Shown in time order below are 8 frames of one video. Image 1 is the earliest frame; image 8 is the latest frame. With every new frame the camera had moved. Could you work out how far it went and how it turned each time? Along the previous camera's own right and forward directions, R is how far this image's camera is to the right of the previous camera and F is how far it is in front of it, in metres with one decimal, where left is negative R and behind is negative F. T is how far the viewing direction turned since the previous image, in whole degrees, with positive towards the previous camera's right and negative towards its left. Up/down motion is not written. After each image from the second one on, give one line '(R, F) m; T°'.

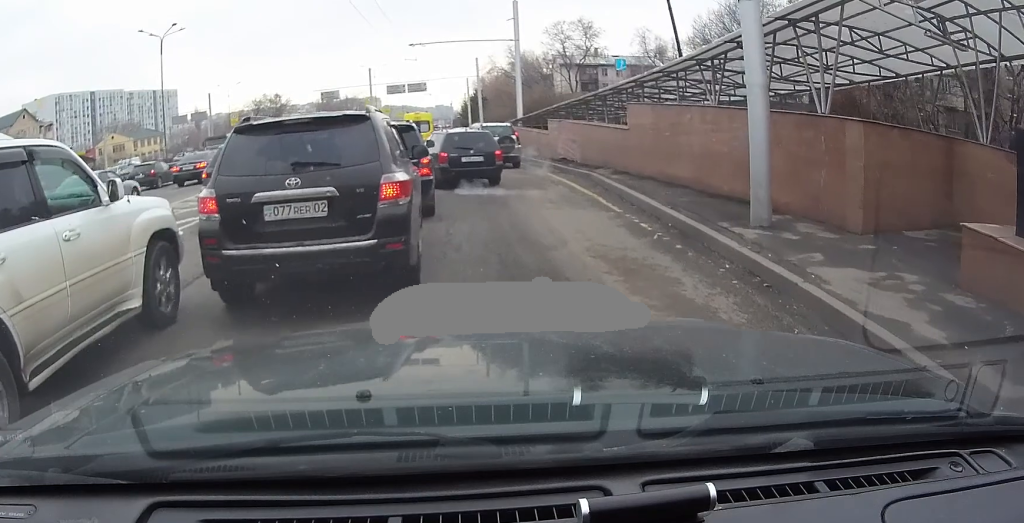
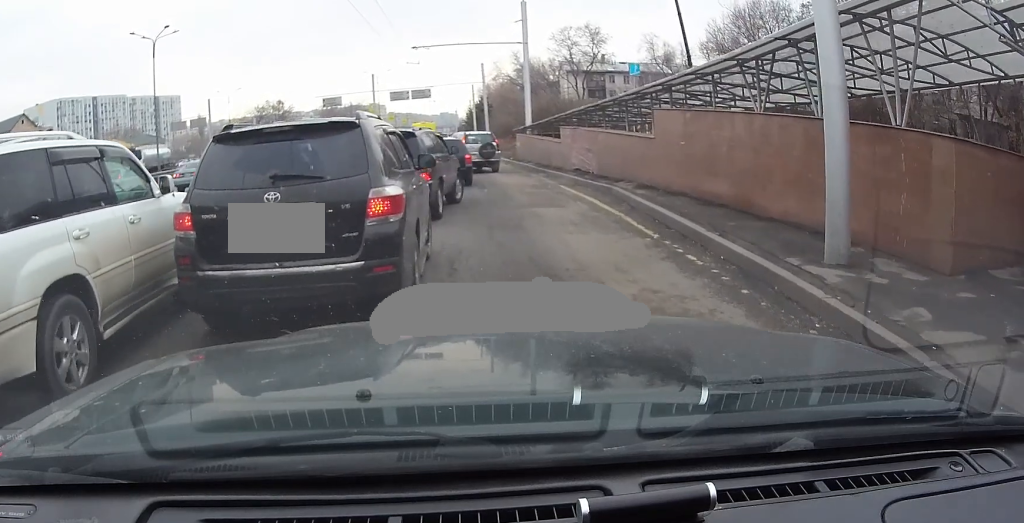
(0.0, +2.8) m; -1°
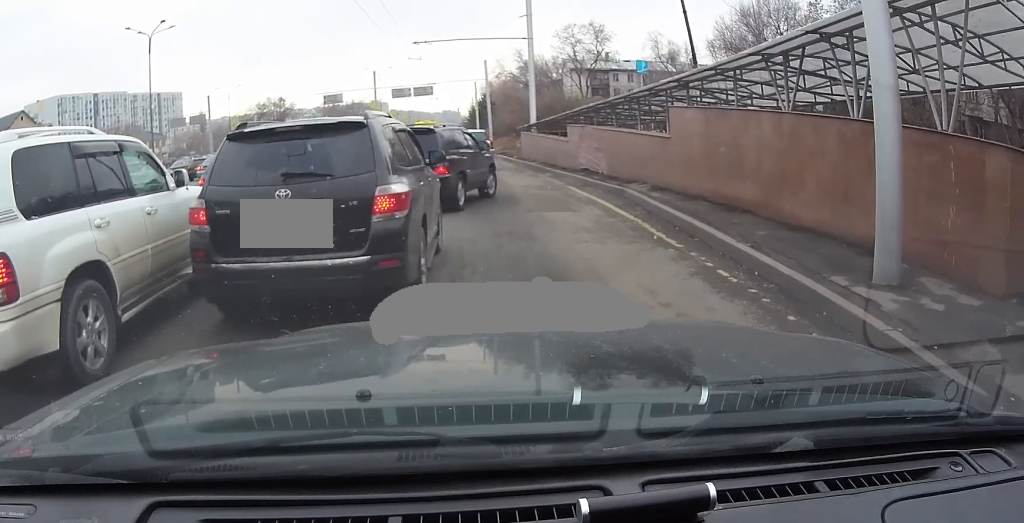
(0.0, +1.3) m; 0°
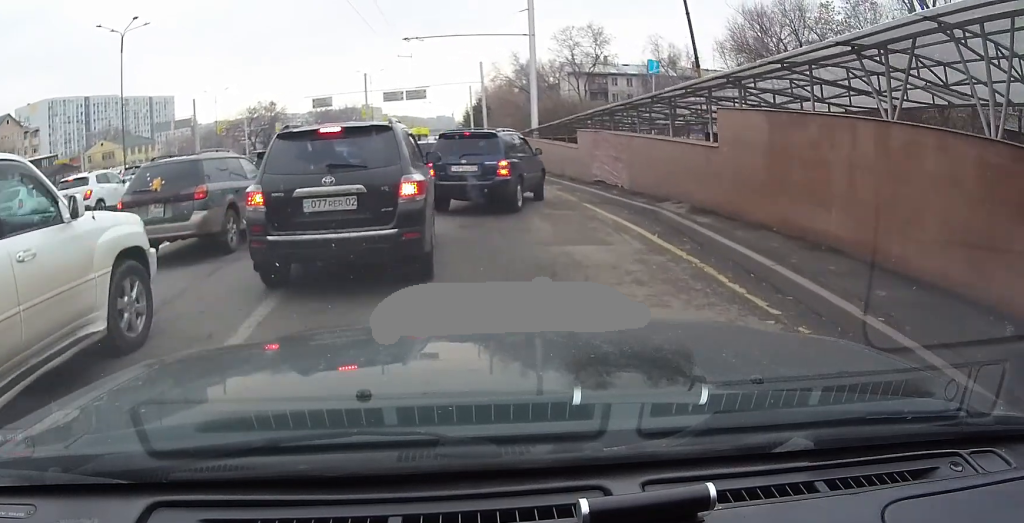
(0.0, +3.2) m; -1°
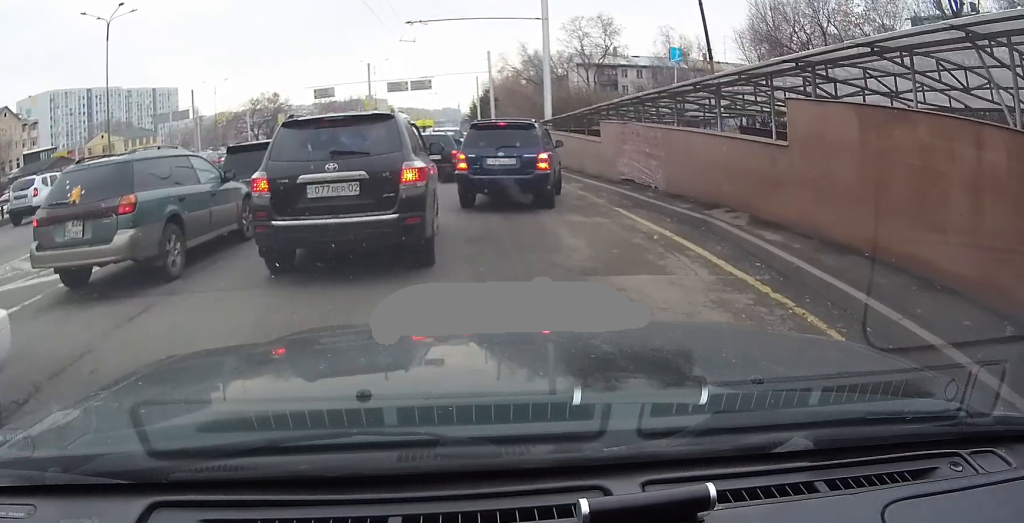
(0.0, +2.0) m; -1°
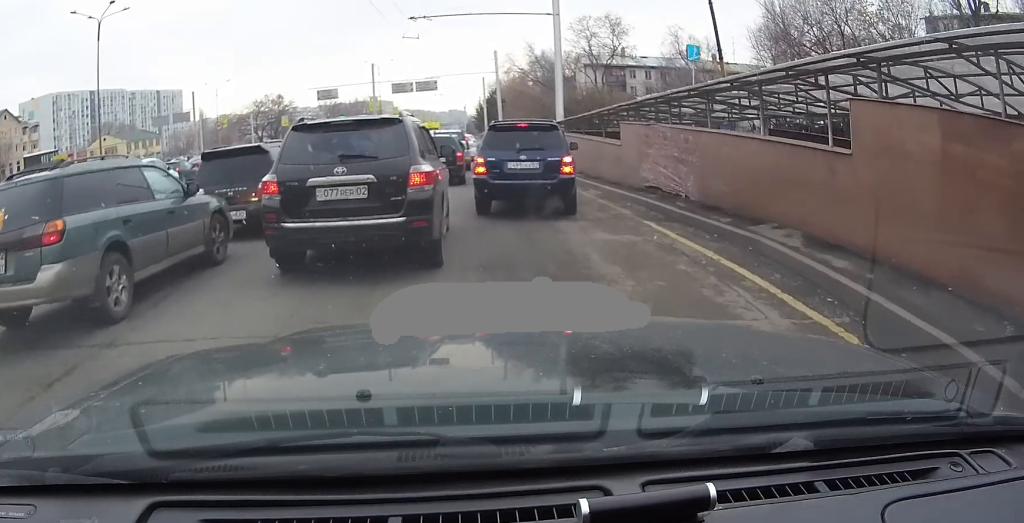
(0.0, +1.4) m; 0°
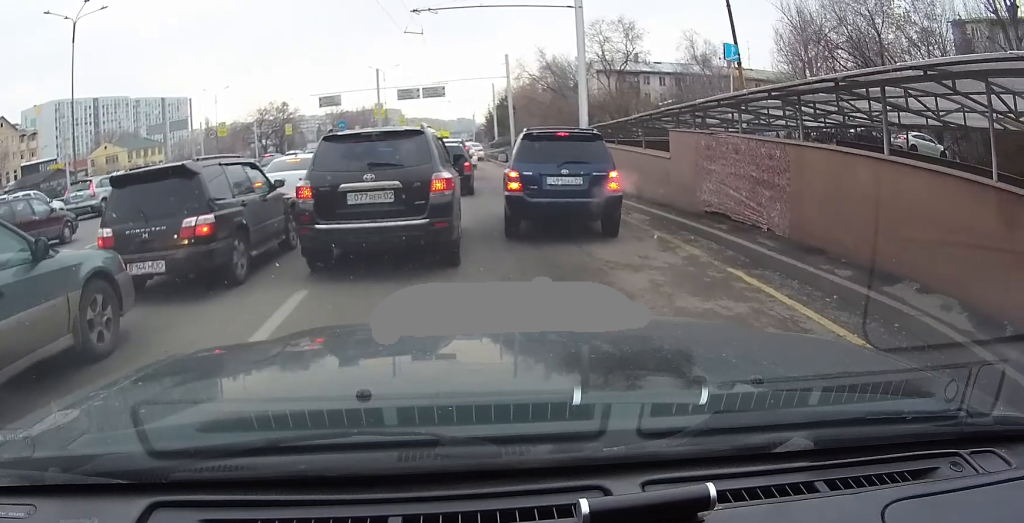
(0.0, +3.2) m; 0°
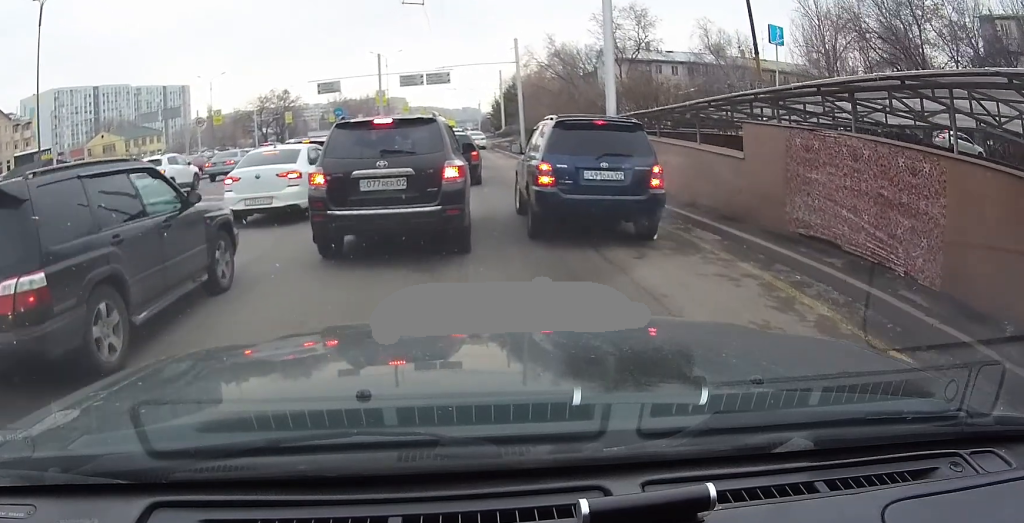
(0.0, +3.1) m; 0°
